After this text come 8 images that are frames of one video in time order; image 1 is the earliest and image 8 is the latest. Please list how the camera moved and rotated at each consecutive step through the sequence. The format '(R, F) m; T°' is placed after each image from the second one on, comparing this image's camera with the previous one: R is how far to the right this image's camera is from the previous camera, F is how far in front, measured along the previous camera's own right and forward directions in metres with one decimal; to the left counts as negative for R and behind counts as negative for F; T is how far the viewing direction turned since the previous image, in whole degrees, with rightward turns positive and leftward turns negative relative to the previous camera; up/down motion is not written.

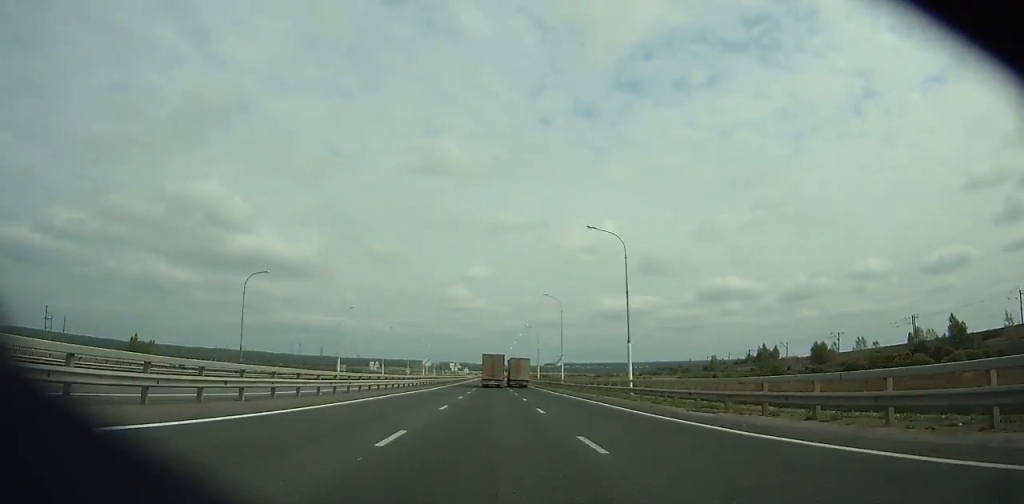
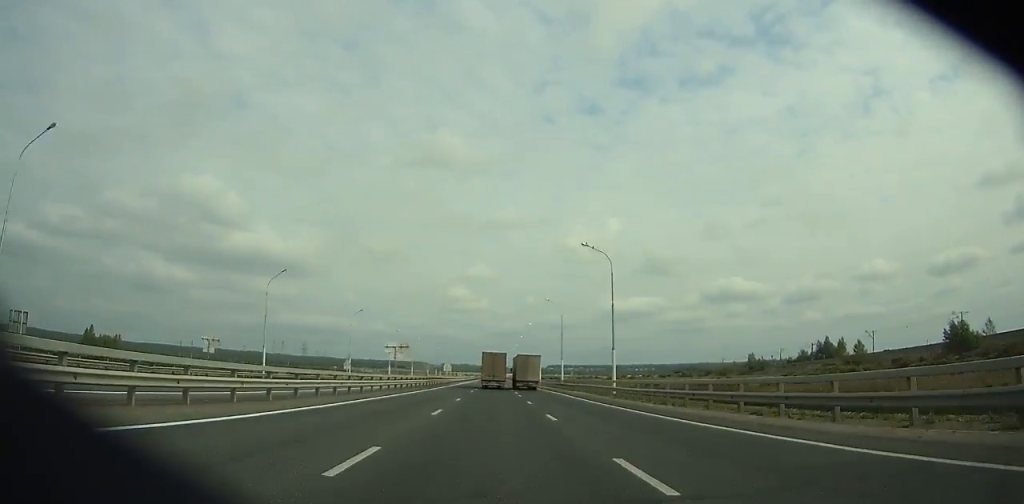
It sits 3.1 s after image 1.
(-0.1, +74.3) m; 0°
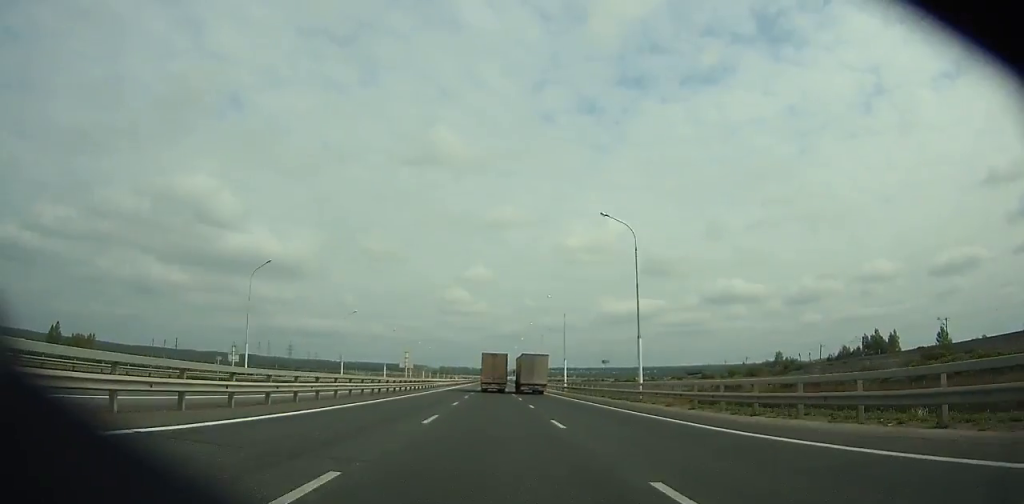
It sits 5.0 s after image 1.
(-0.1, +45.6) m; 0°
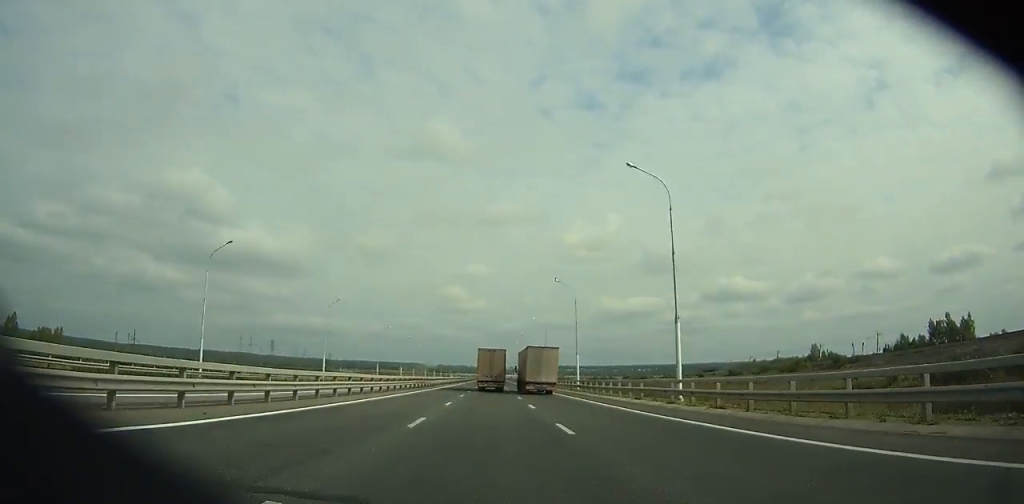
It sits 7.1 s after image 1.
(-0.1, +50.6) m; 0°
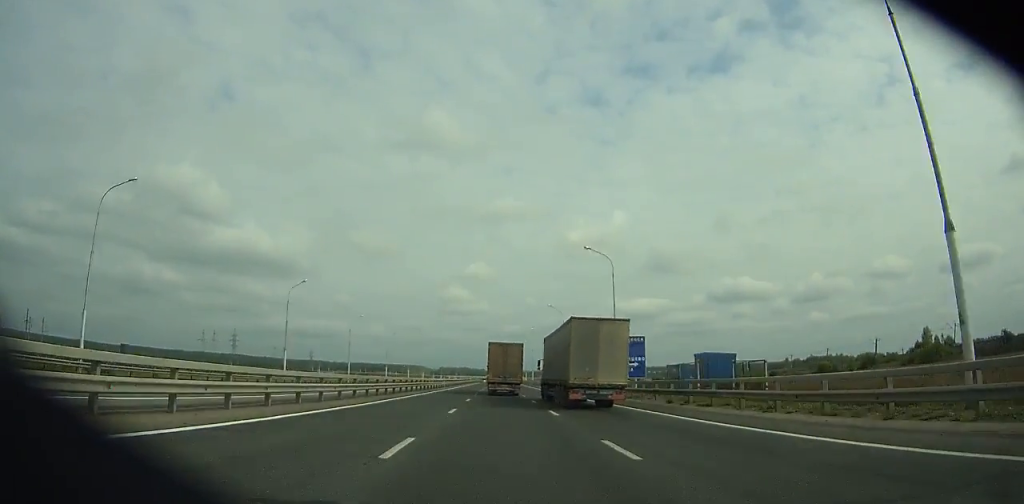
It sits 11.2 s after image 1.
(+0.4, +102.2) m; 0°
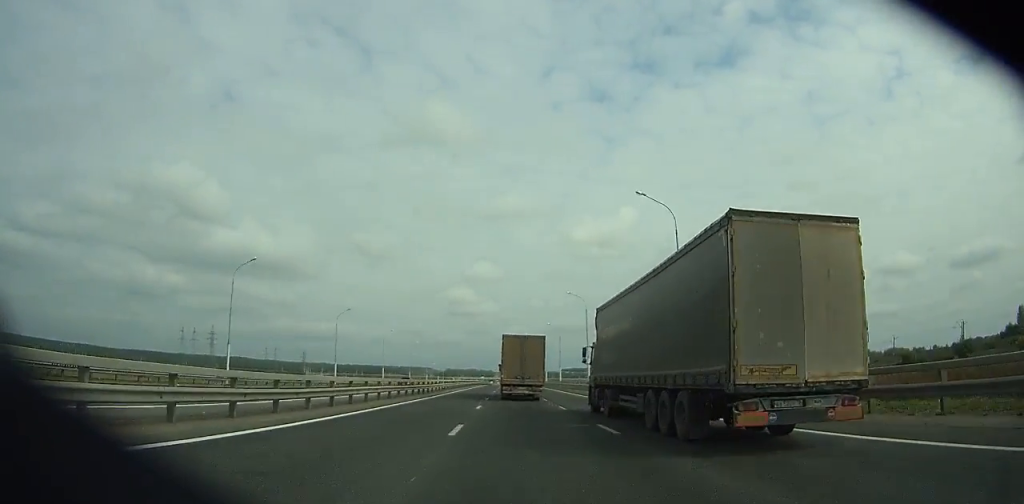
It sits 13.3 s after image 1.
(0.0, +54.3) m; 0°
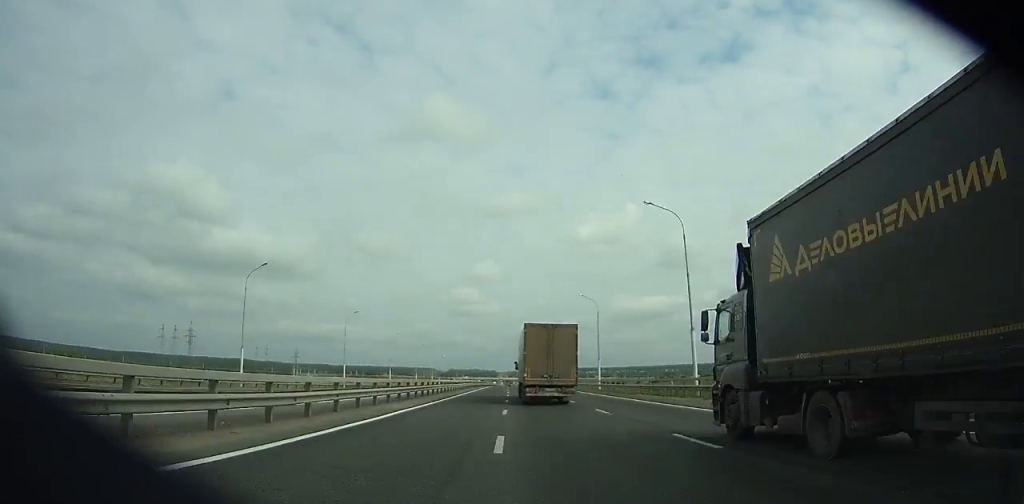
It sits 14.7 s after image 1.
(-0.2, +37.9) m; 0°
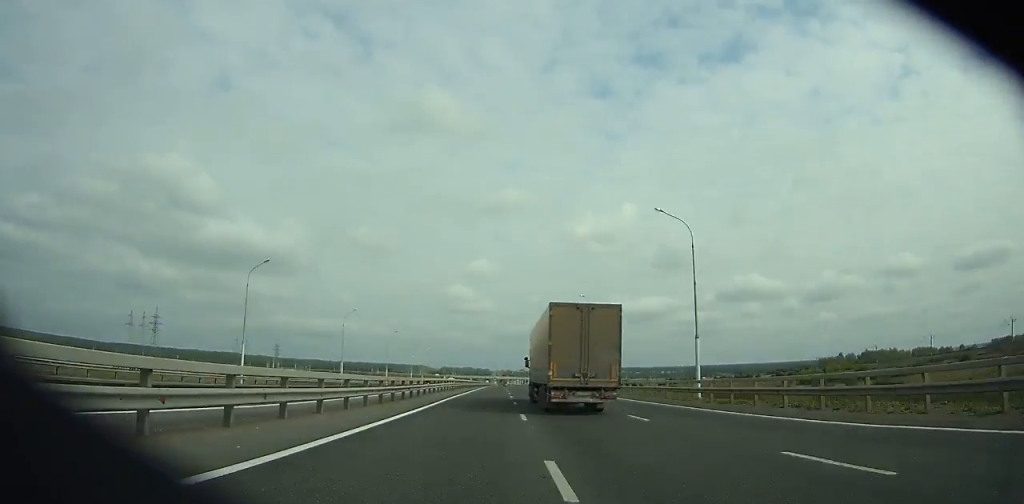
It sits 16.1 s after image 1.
(-0.2, +38.0) m; 0°
